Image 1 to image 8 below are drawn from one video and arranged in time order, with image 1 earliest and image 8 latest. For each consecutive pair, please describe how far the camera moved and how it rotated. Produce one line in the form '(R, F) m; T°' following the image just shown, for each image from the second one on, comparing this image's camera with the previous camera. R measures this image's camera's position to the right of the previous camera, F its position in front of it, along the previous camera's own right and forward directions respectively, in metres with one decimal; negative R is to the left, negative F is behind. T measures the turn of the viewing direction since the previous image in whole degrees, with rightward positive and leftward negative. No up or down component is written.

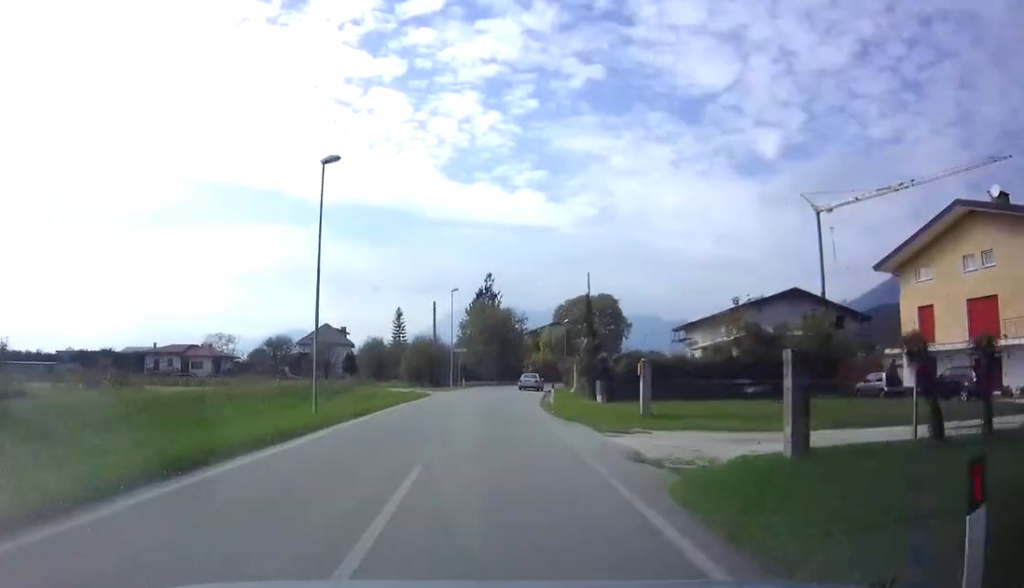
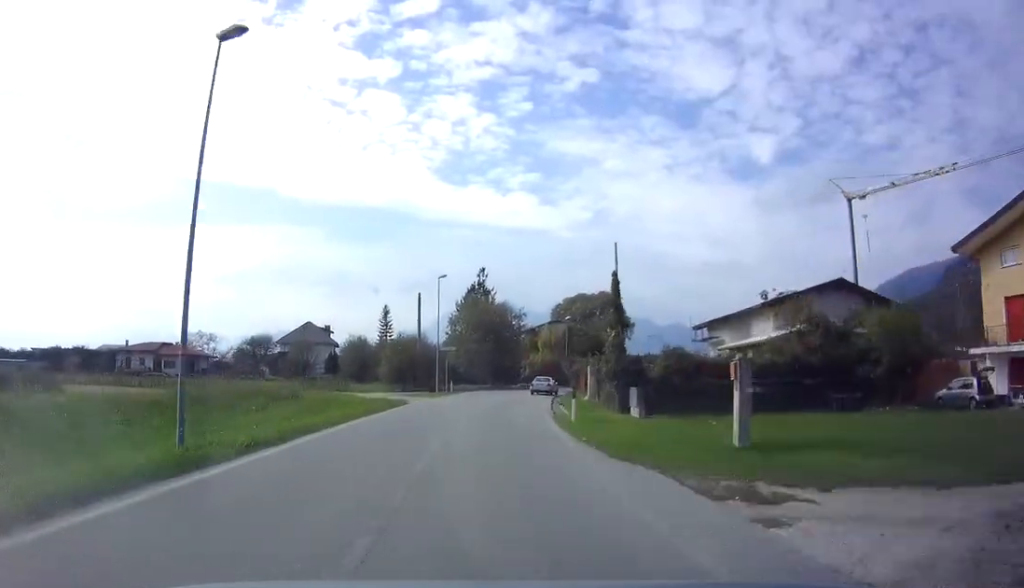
(+0.1, +8.6) m; +1°
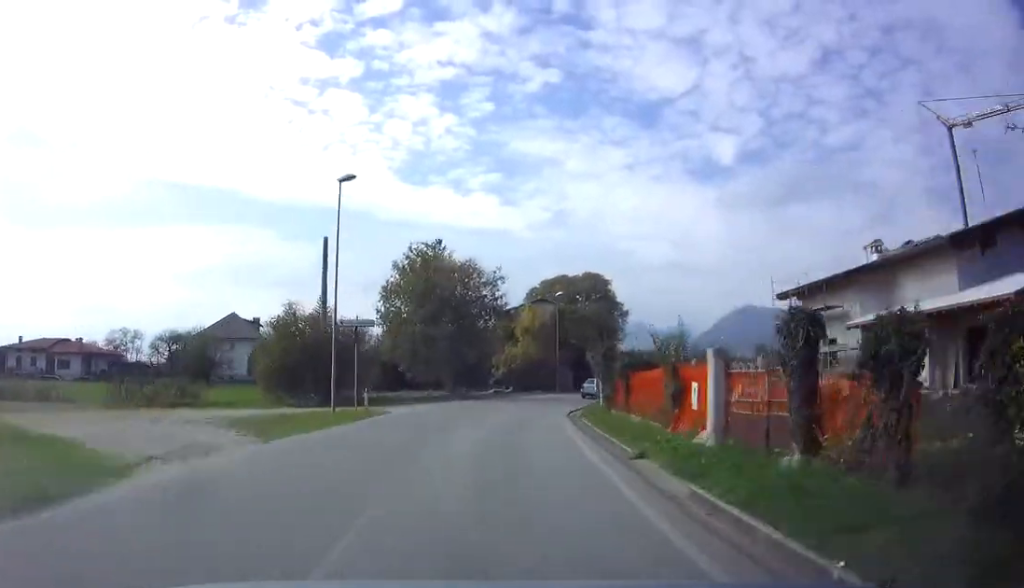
(+0.3, +21.2) m; +4°
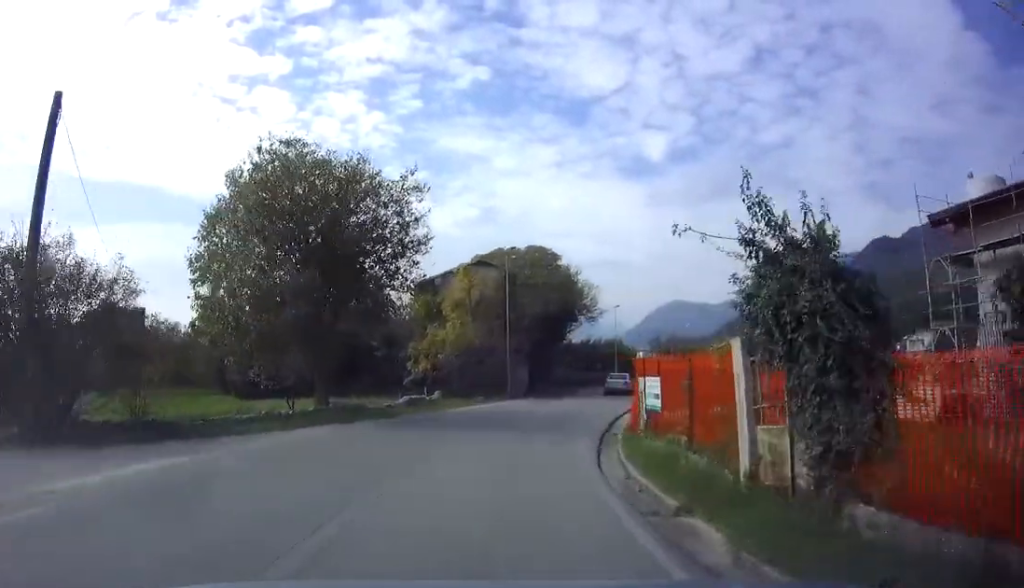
(+1.1, +16.9) m; +9°
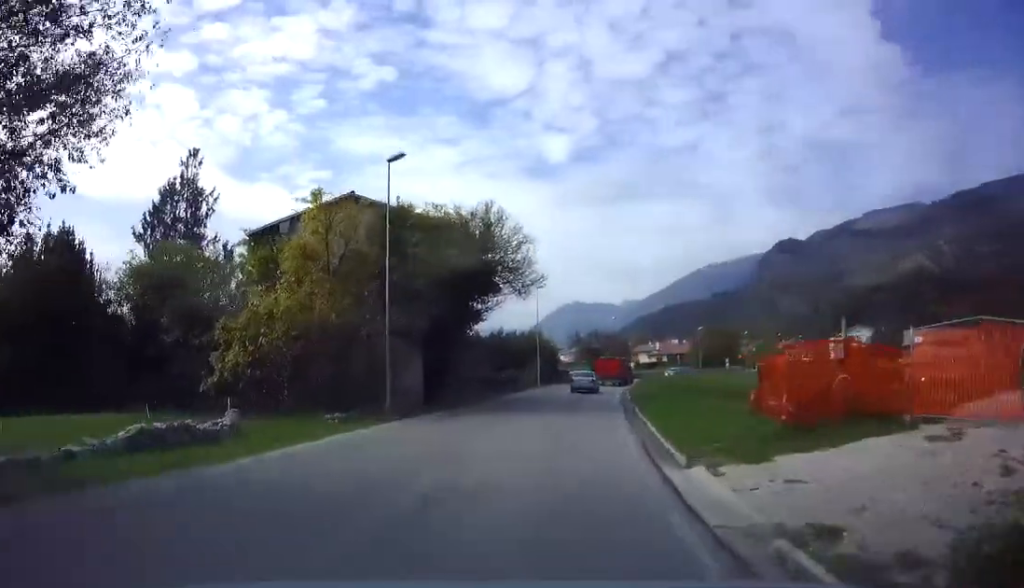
(+1.0, +14.4) m; +9°
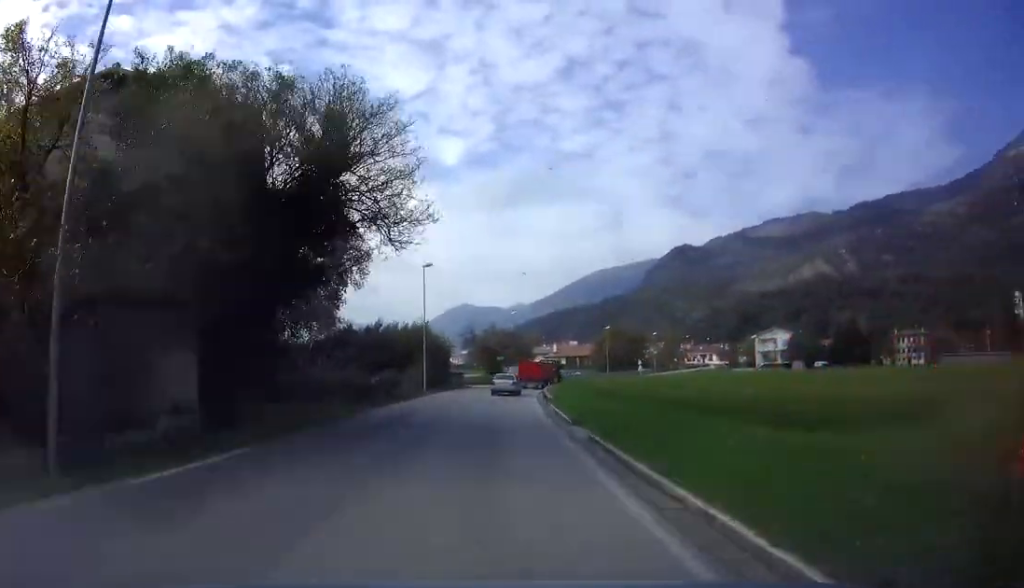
(+0.9, +11.0) m; +6°
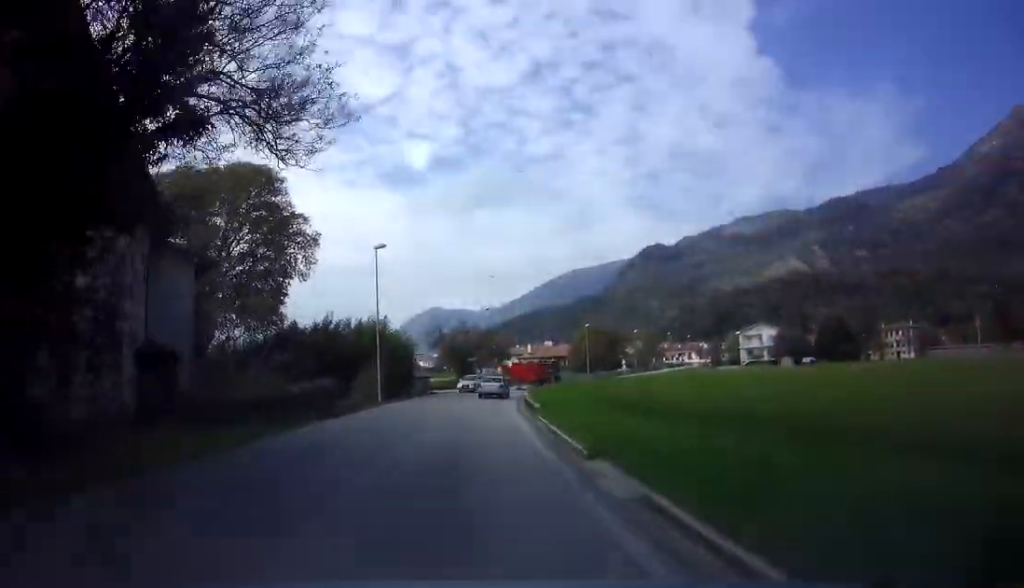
(+0.2, +6.7) m; +2°
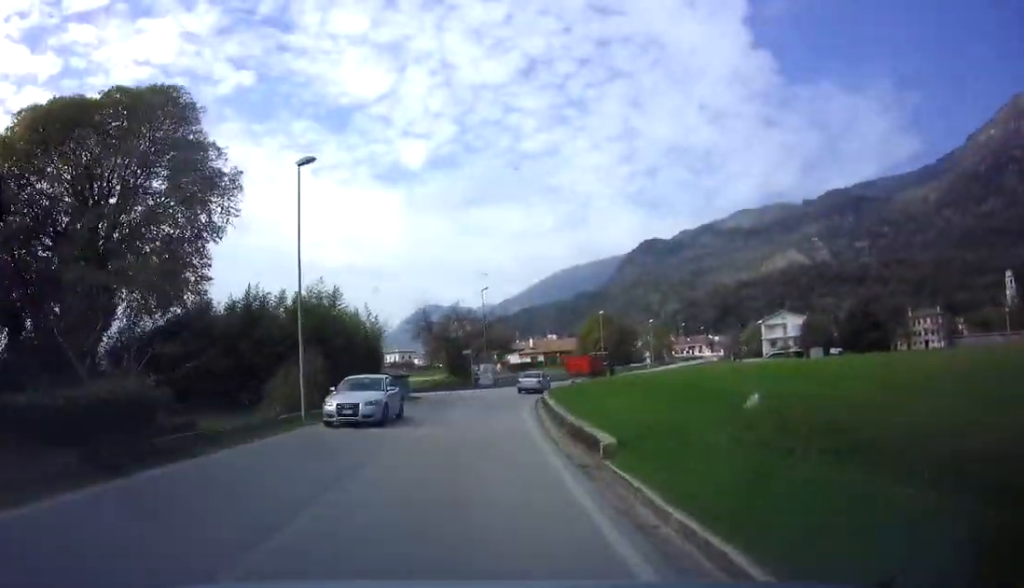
(+0.2, +12.9) m; +2°
